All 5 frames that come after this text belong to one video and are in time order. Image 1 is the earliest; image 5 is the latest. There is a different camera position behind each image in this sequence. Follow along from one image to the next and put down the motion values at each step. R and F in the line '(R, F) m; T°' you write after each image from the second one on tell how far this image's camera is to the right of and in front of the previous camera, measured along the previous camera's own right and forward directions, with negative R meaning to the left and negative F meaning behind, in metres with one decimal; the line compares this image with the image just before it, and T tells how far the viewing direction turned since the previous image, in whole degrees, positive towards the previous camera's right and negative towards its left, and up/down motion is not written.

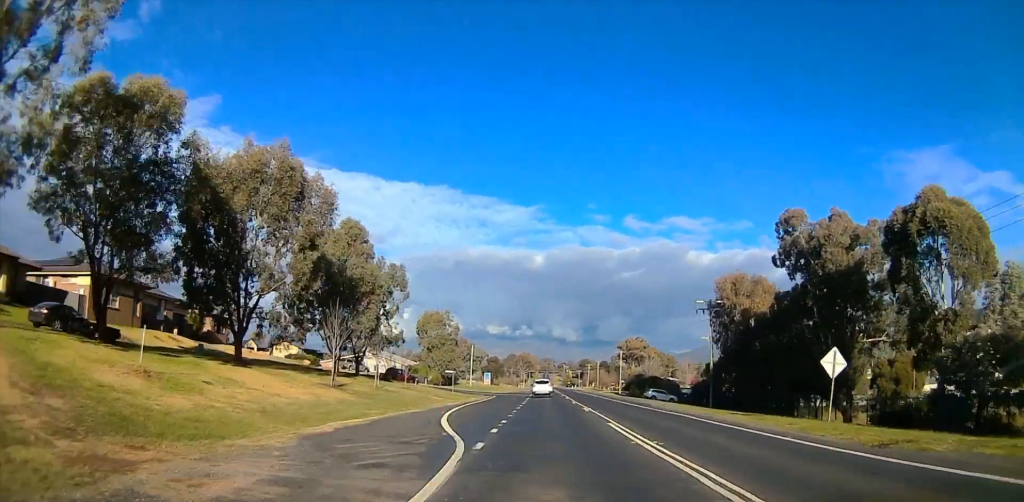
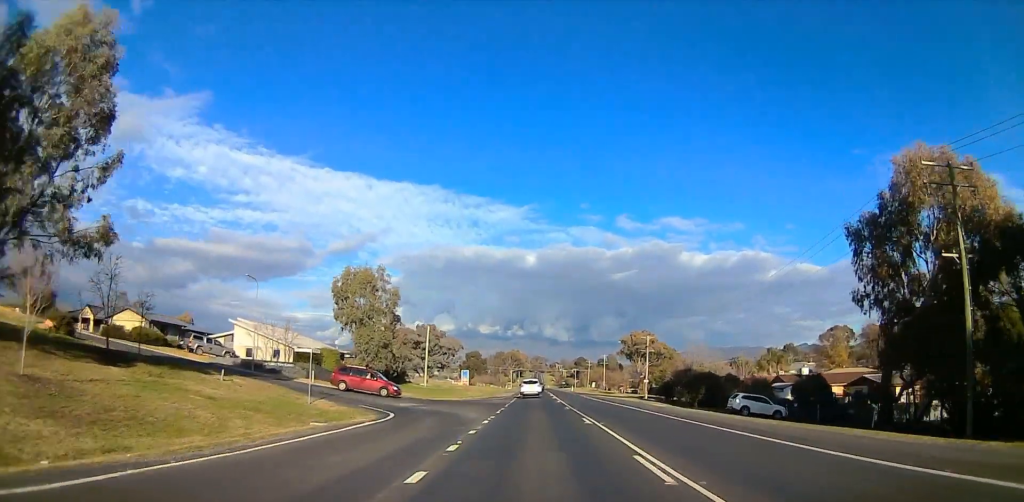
(-2.3, +45.6) m; -3°
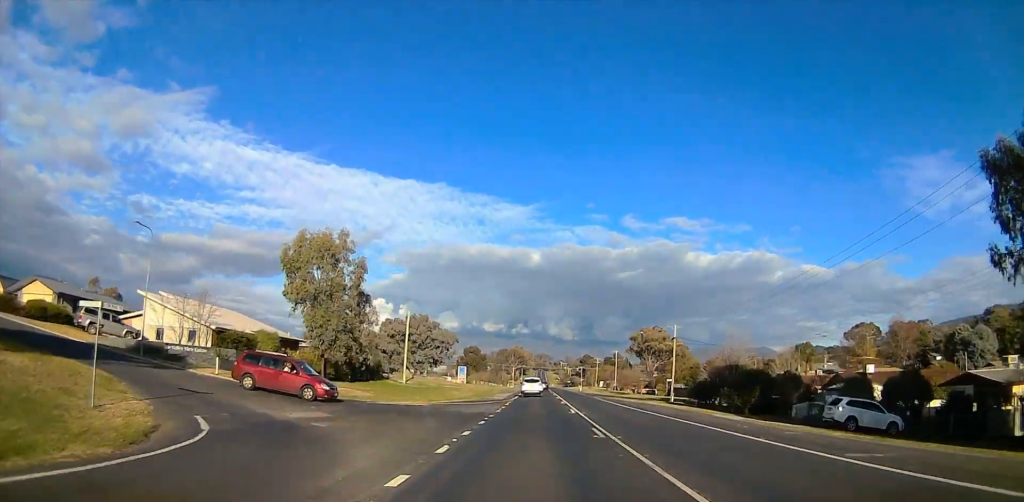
(+0.2, +17.4) m; +2°
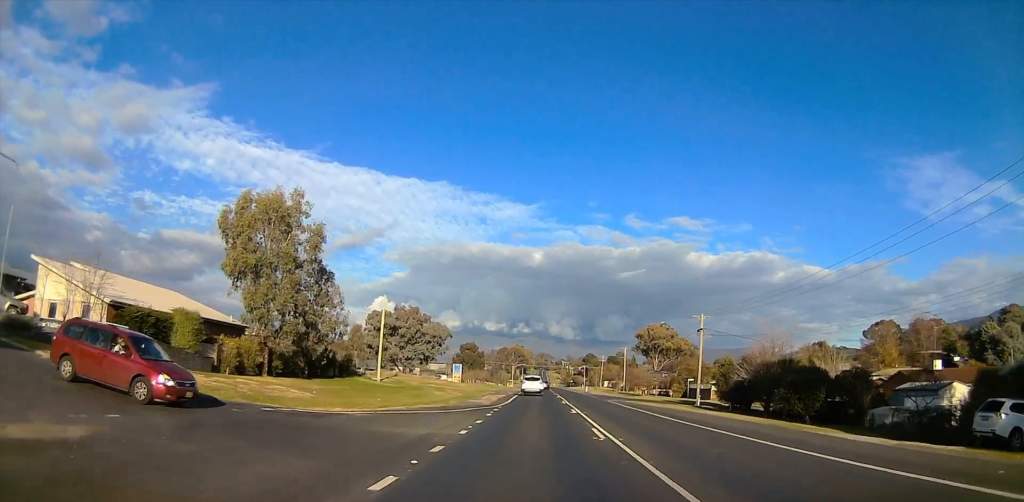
(+0.6, +12.5) m; 0°
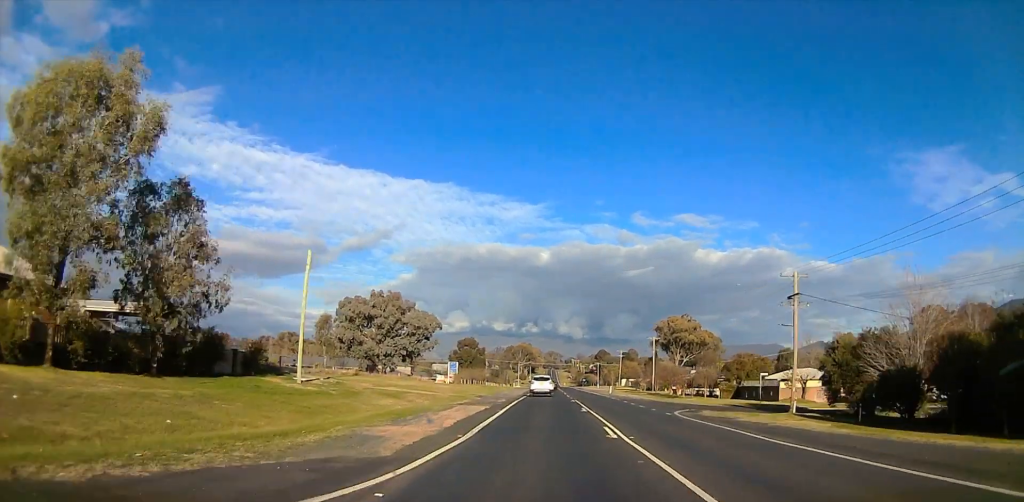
(-0.6, +24.3) m; 0°
